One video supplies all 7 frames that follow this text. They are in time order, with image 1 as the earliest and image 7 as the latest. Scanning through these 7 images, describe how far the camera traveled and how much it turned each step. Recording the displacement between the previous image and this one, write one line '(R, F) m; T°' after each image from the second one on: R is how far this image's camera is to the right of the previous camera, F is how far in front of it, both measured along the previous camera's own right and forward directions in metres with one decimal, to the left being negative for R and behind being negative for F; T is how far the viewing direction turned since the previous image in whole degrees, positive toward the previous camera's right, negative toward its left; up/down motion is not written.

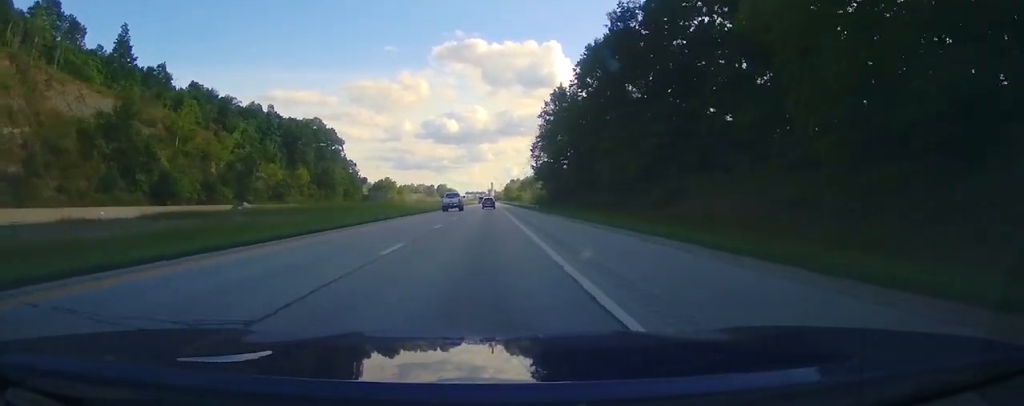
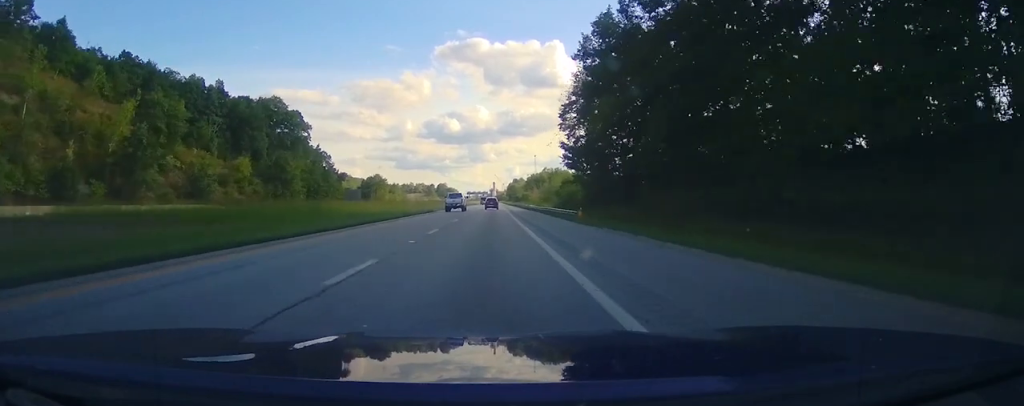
(-0.3, +40.6) m; 0°
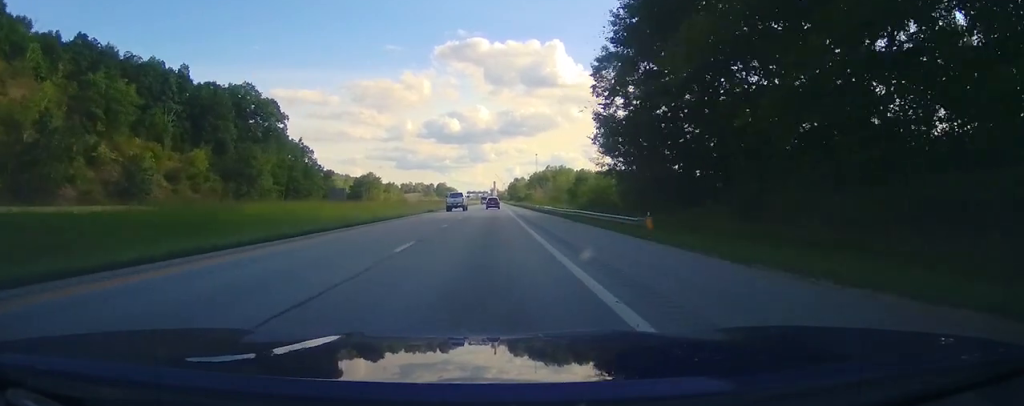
(0.0, +19.7) m; 0°
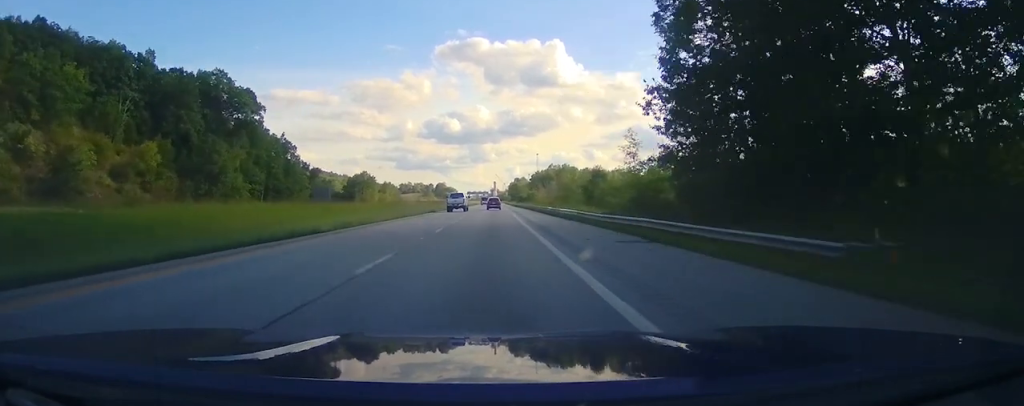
(0.0, +16.1) m; 0°
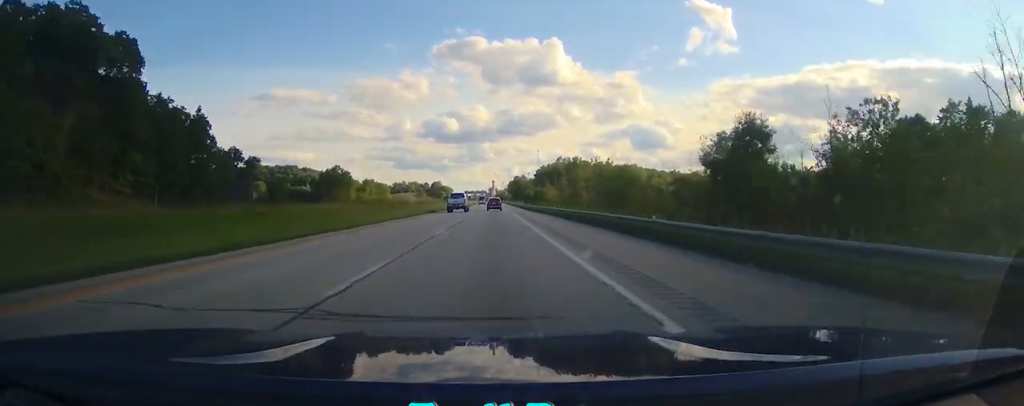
(+0.5, +50.6) m; +1°
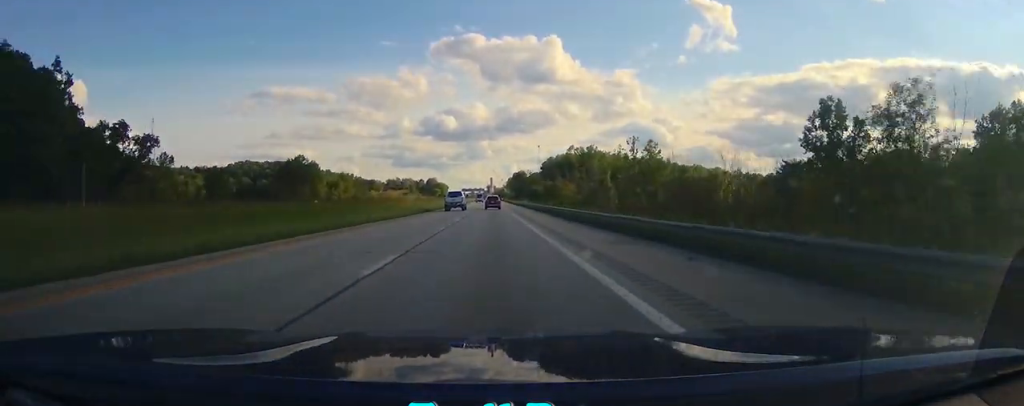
(-0.2, +46.6) m; 0°
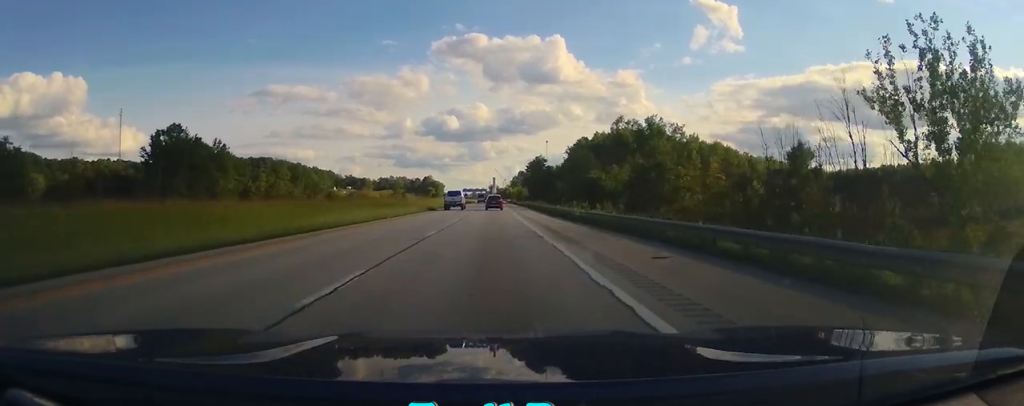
(-0.6, +88.3) m; -1°
